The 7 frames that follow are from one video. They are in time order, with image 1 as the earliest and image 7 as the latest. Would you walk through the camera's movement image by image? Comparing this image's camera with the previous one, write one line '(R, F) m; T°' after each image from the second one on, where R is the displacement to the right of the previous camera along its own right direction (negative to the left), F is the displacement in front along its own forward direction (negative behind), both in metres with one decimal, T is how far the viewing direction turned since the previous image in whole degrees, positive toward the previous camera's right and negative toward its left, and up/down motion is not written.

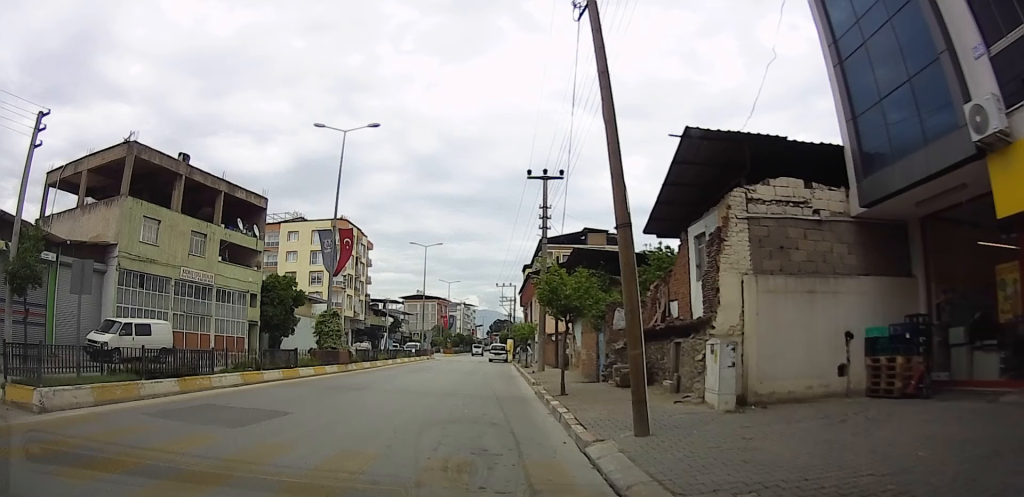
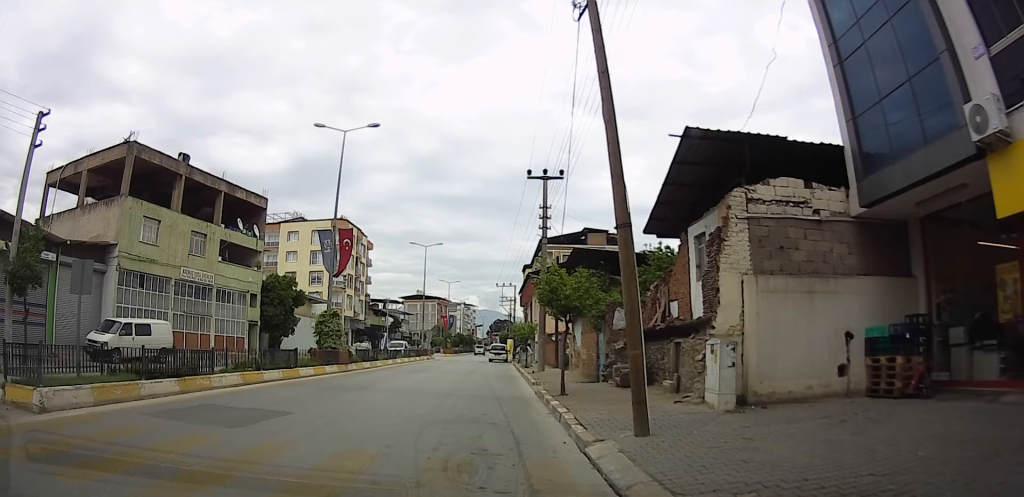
(0.0, 0.0) m; 0°
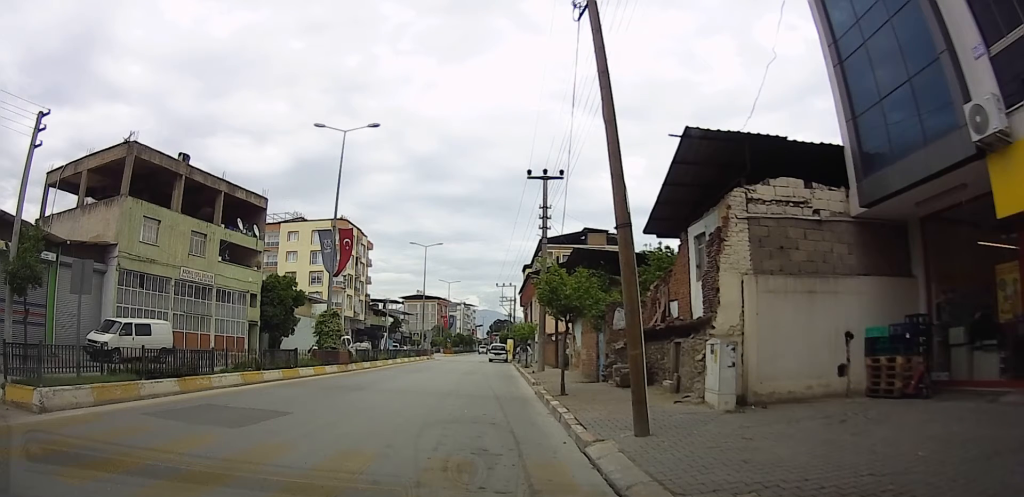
(0.0, 0.0) m; 0°
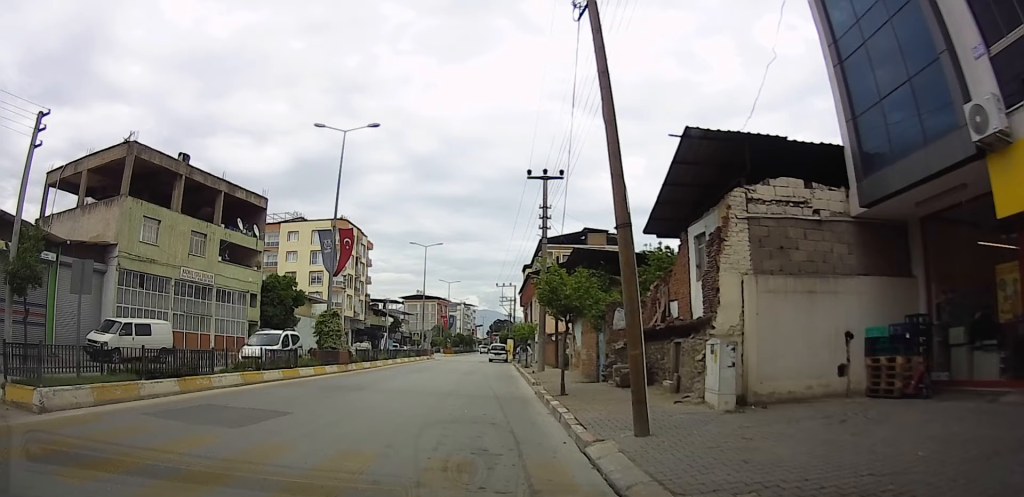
(0.0, 0.0) m; 0°
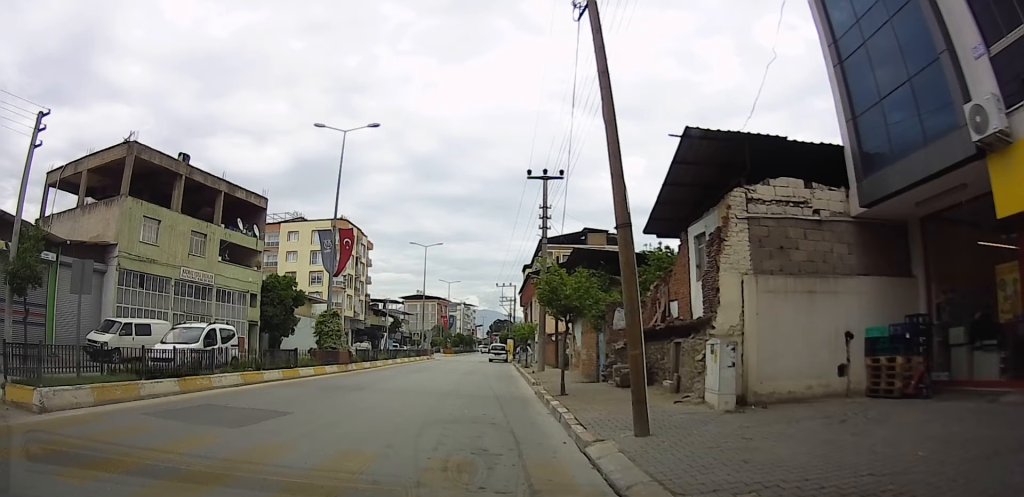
(0.0, 0.0) m; 0°
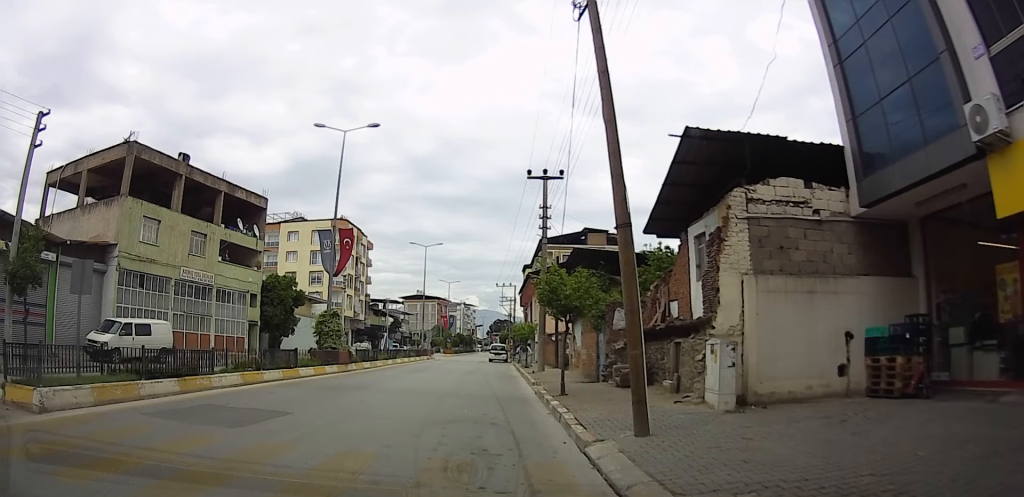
(0.0, 0.0) m; 0°
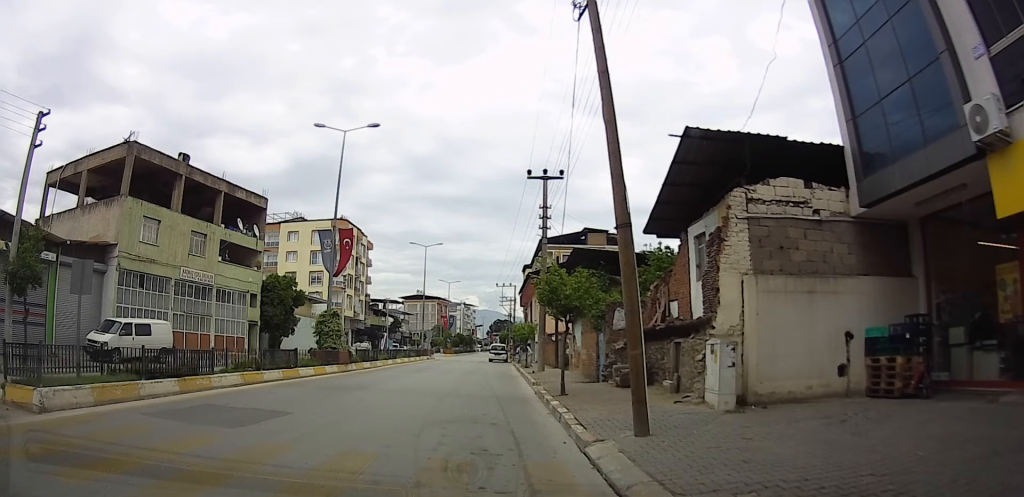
(0.0, 0.0) m; 0°
